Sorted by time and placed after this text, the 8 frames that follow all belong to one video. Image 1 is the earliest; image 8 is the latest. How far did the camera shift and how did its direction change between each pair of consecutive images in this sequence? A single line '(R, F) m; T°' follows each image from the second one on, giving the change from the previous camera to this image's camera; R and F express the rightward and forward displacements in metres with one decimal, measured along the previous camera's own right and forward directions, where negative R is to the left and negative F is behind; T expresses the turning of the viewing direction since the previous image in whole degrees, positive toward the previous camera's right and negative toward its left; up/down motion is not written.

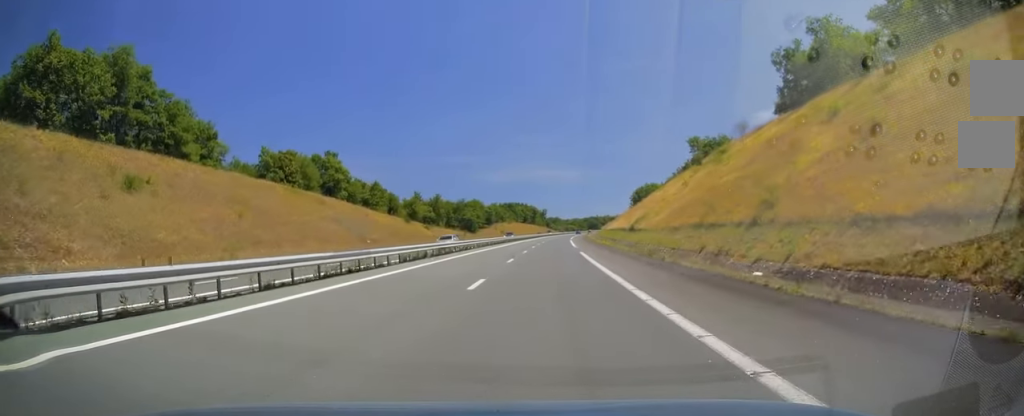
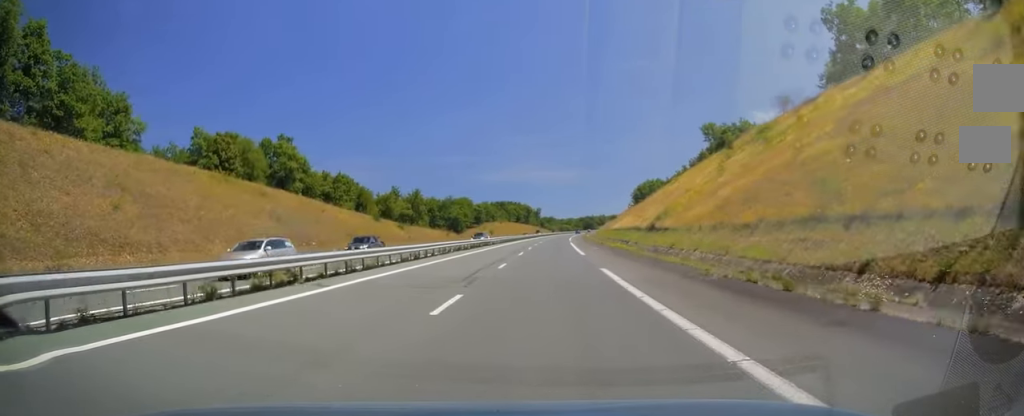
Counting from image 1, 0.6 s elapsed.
(0.0, +17.1) m; 0°
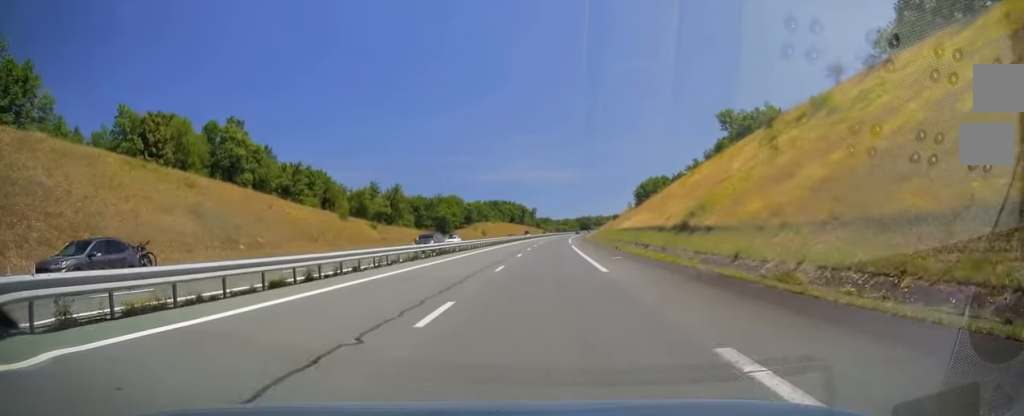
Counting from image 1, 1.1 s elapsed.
(-0.1, +14.2) m; 0°
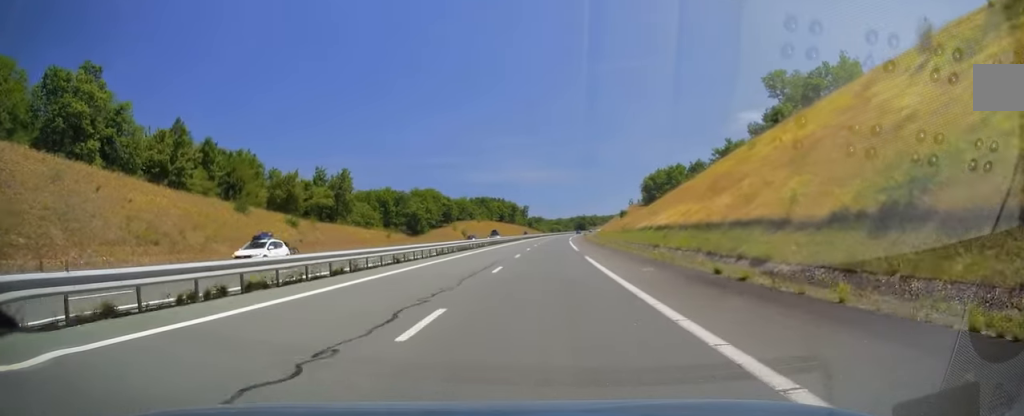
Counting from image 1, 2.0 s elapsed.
(+0.4, +27.1) m; +1°
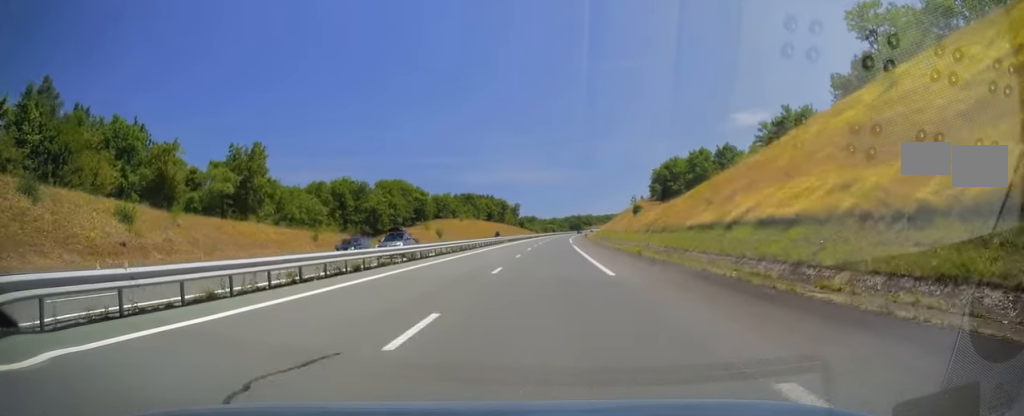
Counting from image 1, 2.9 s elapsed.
(0.0, +26.5) m; +1°
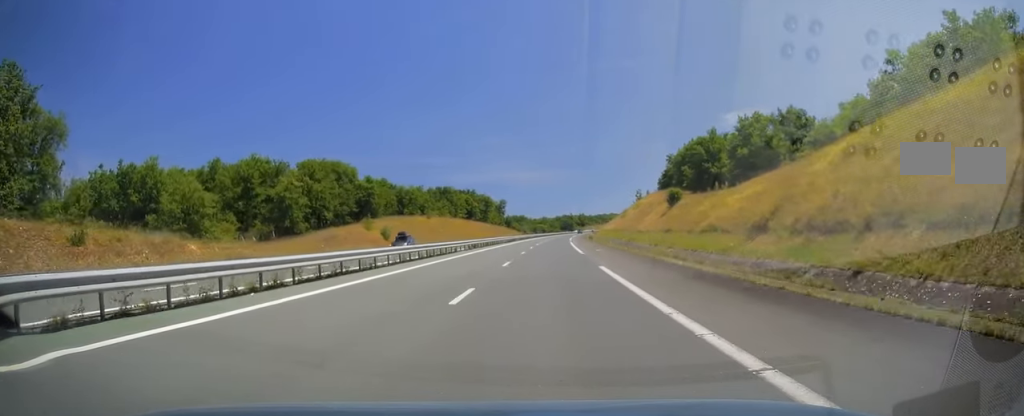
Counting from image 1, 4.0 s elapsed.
(+0.5, +34.4) m; +1°
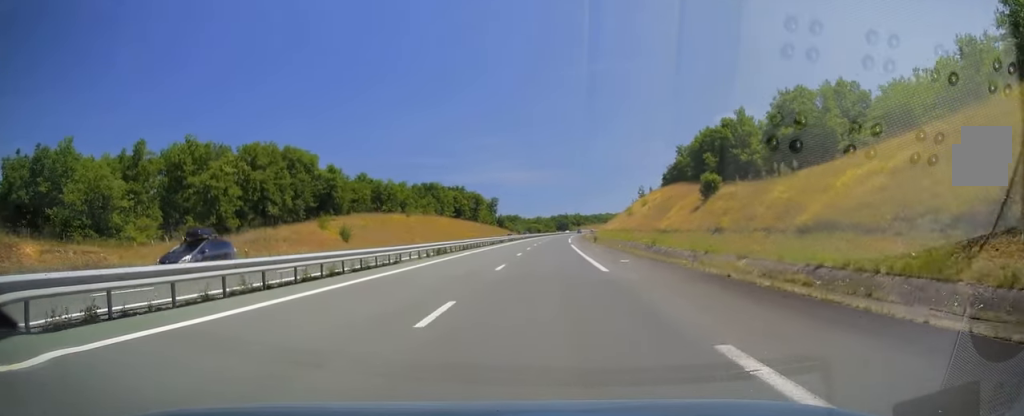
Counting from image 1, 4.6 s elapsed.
(0.0, +15.7) m; 0°
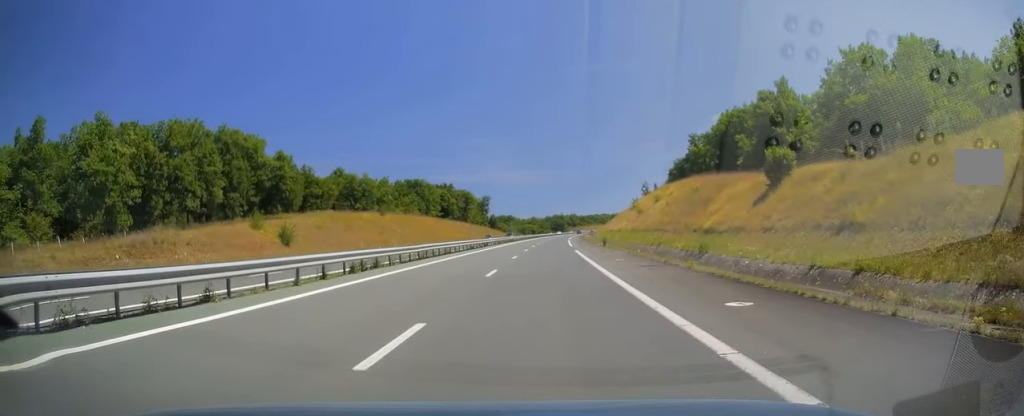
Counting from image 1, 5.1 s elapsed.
(0.0, +15.8) m; 0°
